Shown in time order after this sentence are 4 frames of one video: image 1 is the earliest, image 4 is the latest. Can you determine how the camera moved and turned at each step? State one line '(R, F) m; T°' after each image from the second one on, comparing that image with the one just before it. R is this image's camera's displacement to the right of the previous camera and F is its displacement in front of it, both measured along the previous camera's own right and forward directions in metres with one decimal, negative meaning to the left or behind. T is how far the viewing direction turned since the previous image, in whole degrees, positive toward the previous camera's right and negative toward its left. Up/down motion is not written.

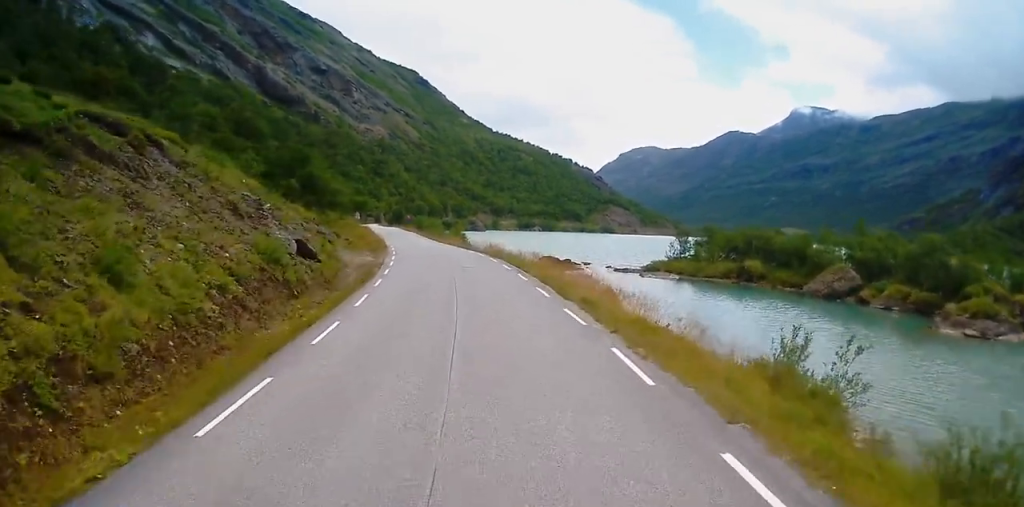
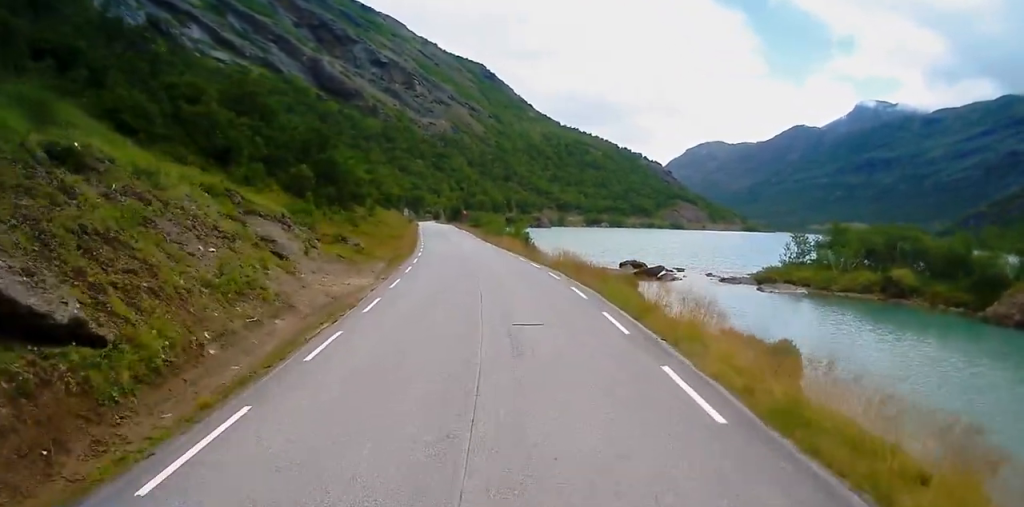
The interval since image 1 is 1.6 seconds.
(-0.7, +20.0) m; -5°
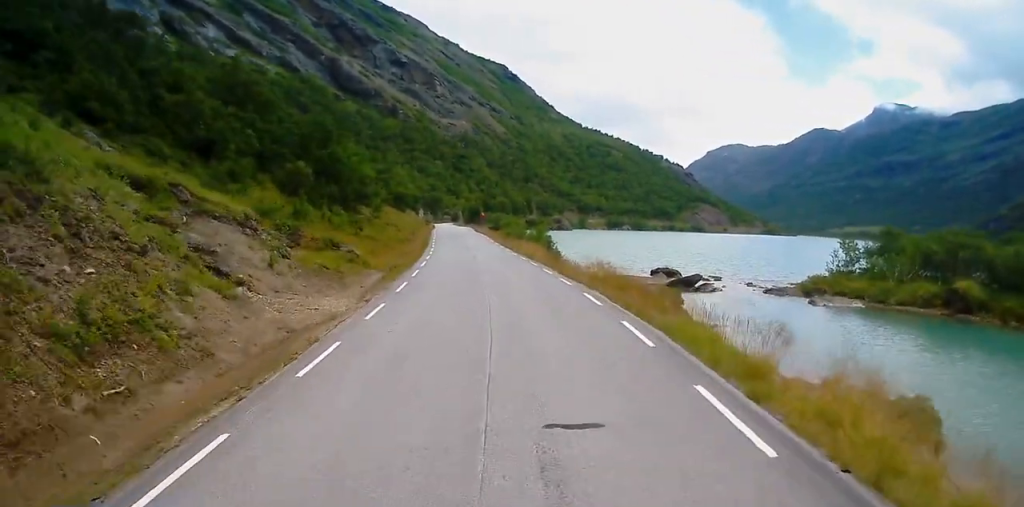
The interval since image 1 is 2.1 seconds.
(-0.1, +7.1) m; -1°
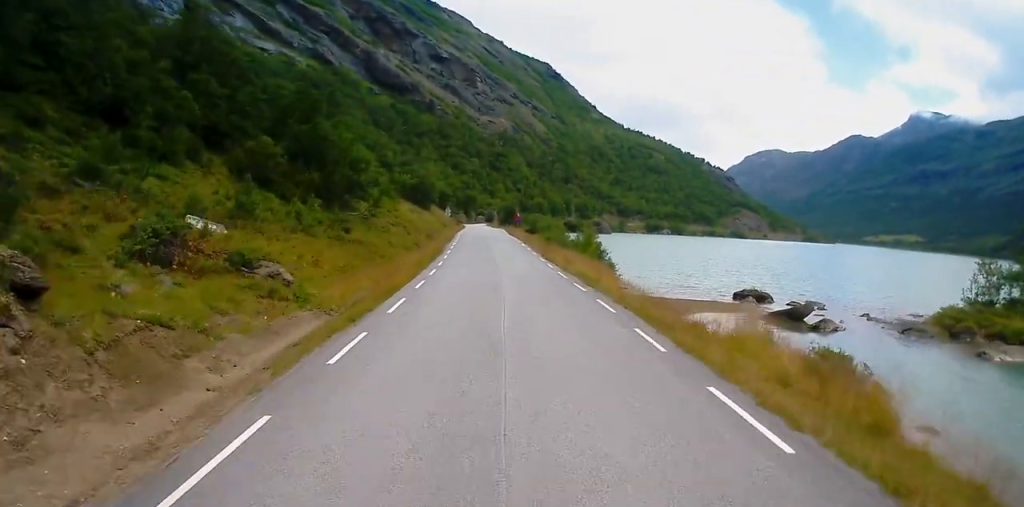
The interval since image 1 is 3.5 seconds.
(-0.5, +17.4) m; -1°
